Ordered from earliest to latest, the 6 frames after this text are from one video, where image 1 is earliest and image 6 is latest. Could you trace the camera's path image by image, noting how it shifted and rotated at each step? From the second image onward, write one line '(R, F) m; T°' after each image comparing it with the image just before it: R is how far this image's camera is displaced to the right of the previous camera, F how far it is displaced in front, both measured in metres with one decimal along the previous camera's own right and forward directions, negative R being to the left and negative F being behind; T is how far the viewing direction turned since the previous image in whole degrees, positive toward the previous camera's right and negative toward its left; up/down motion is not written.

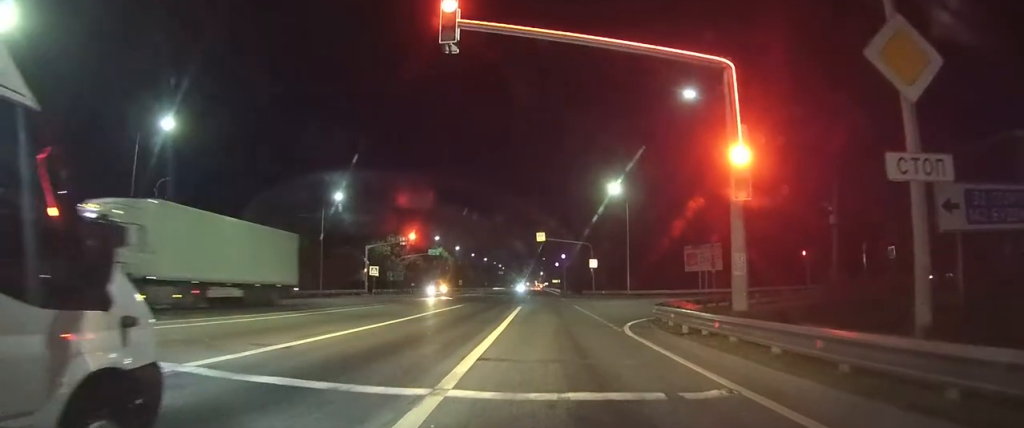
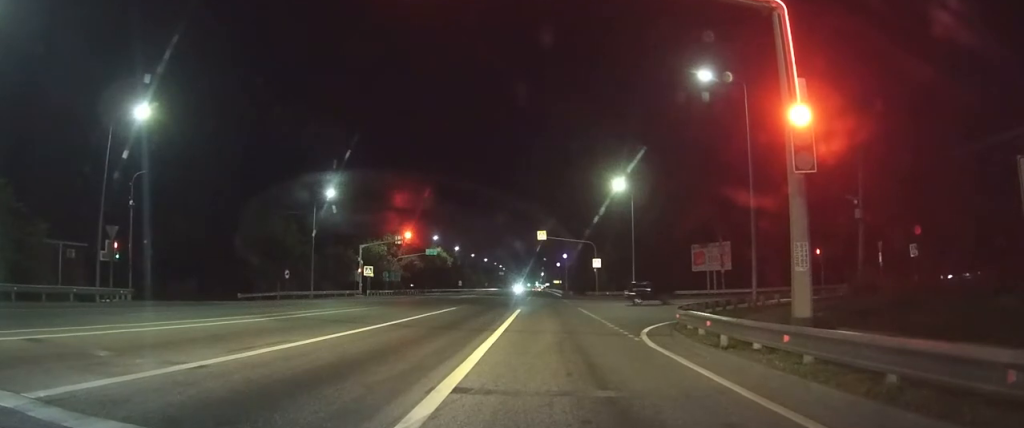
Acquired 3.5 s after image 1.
(-0.1, +5.6) m; -1°
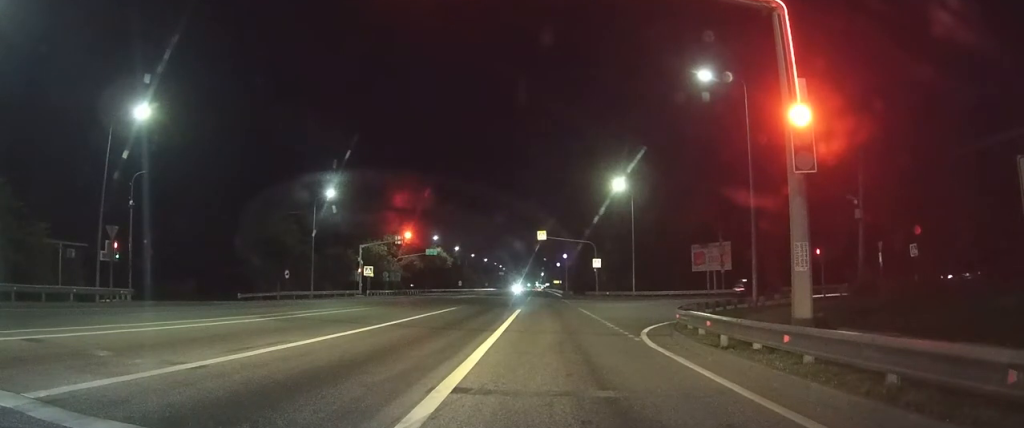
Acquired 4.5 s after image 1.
(-0.2, +0.1) m; 0°
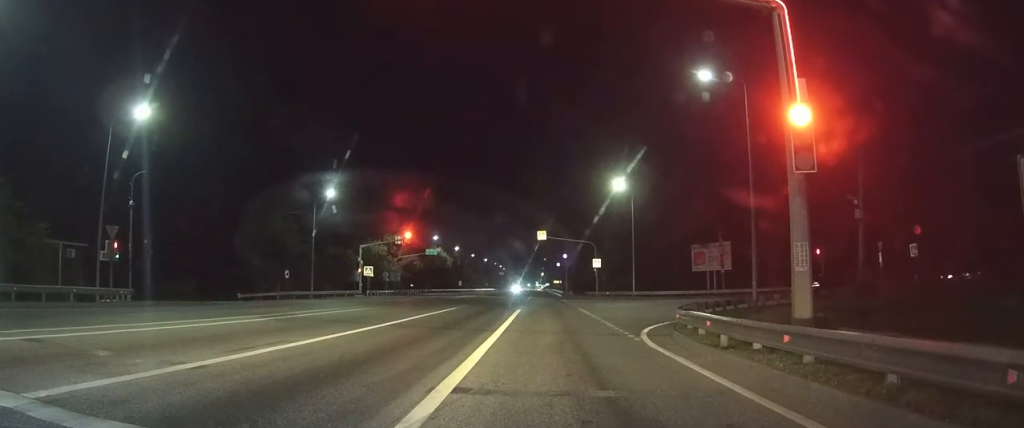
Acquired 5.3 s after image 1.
(-0.1, -0.1) m; 0°
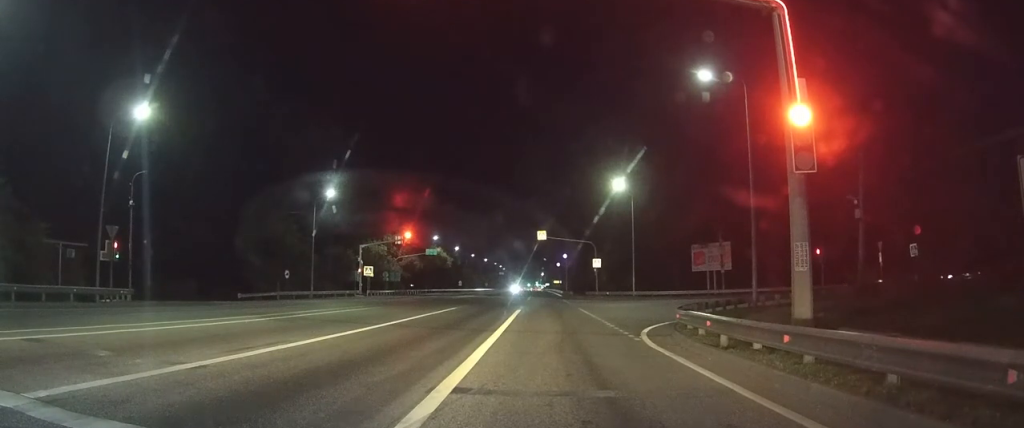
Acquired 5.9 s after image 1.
(0.0, 0.0) m; 0°
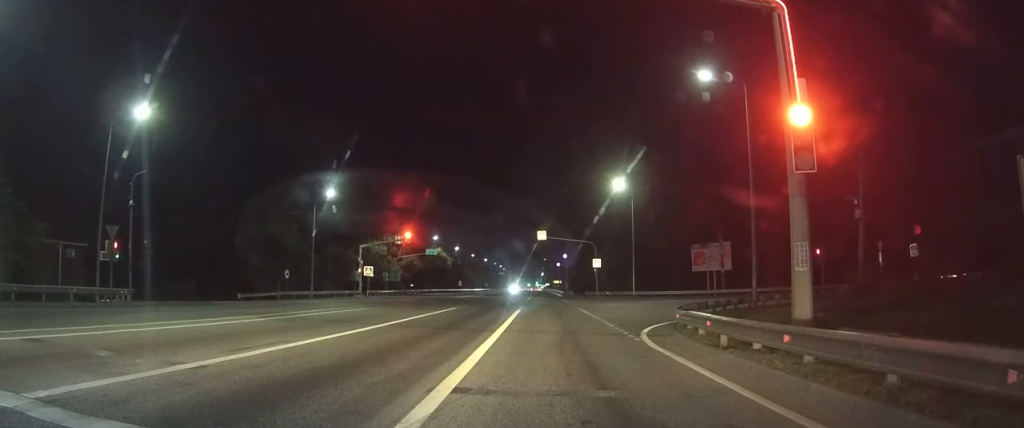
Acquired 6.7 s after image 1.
(0.0, 0.0) m; 0°
